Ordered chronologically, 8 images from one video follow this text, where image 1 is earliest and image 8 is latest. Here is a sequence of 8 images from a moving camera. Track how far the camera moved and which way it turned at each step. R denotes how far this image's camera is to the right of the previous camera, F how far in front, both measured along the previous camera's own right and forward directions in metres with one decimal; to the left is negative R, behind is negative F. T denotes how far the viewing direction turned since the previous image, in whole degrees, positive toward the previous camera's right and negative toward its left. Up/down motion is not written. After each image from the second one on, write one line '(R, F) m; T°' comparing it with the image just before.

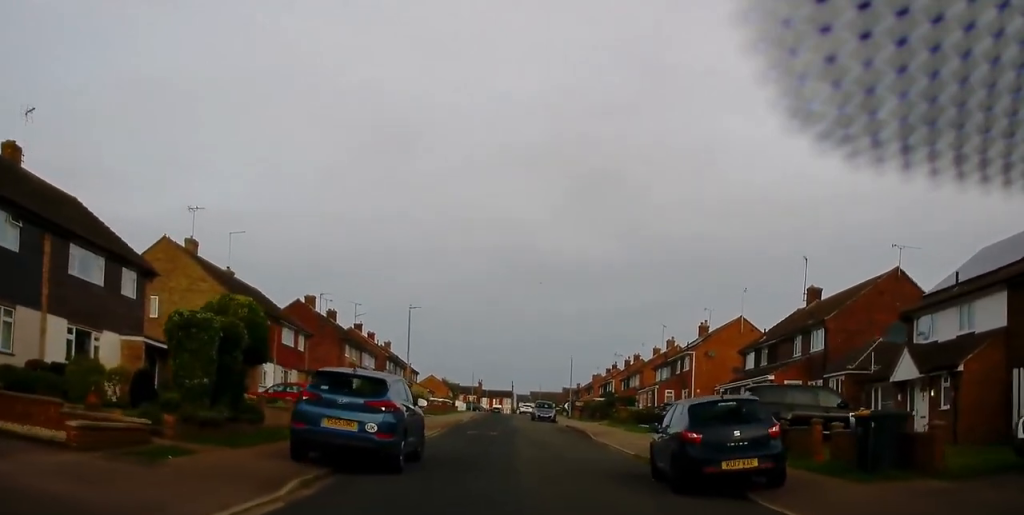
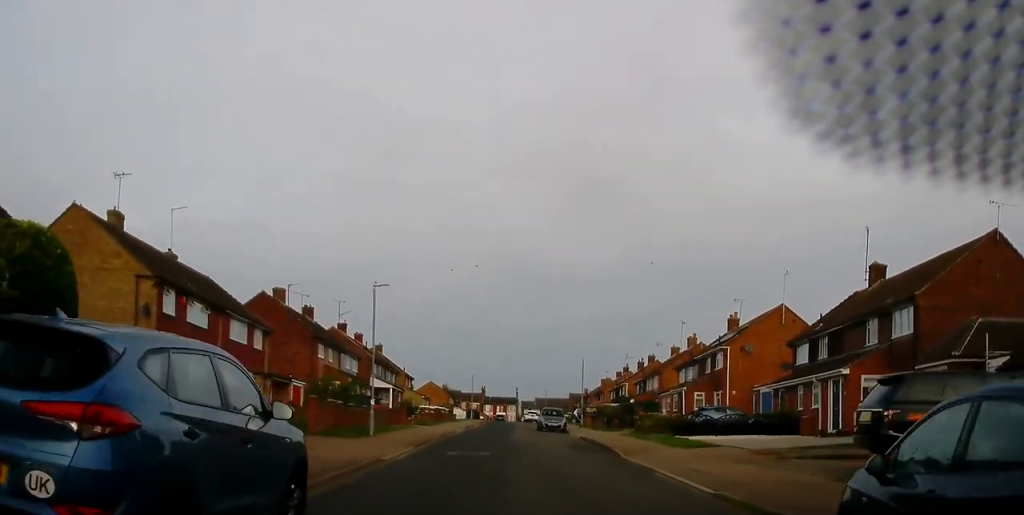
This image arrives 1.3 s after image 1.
(-0.1, +8.9) m; +1°
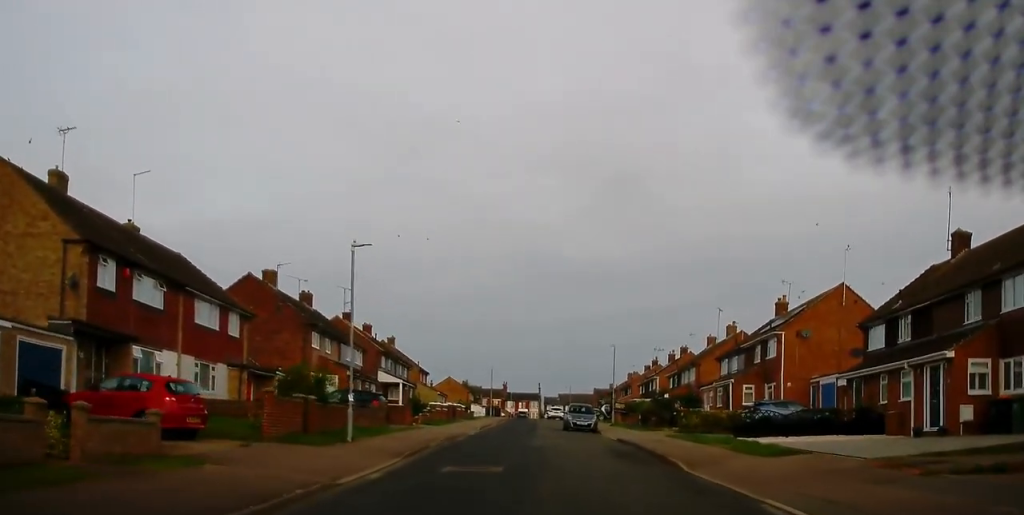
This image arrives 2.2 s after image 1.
(+0.2, +6.4) m; 0°
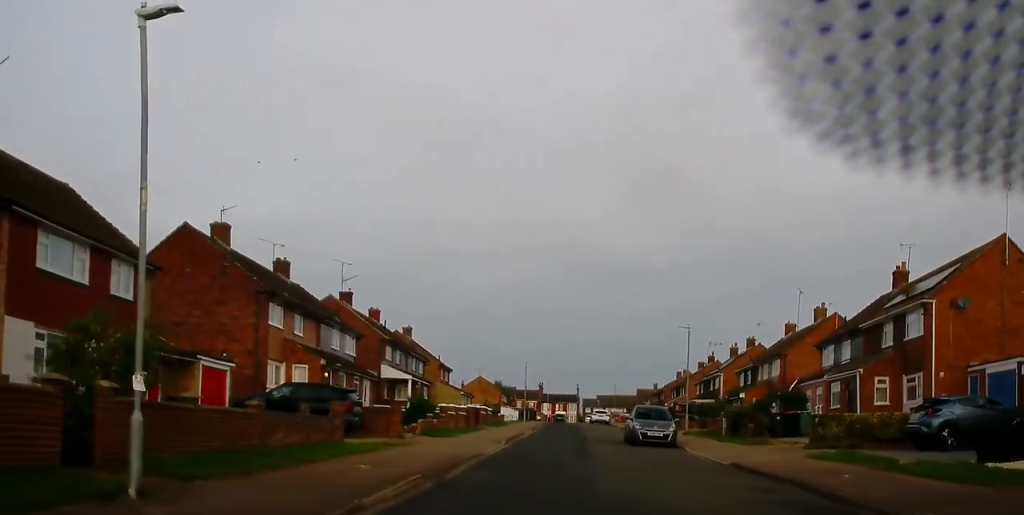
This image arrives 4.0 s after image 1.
(-0.8, +12.7) m; -7°
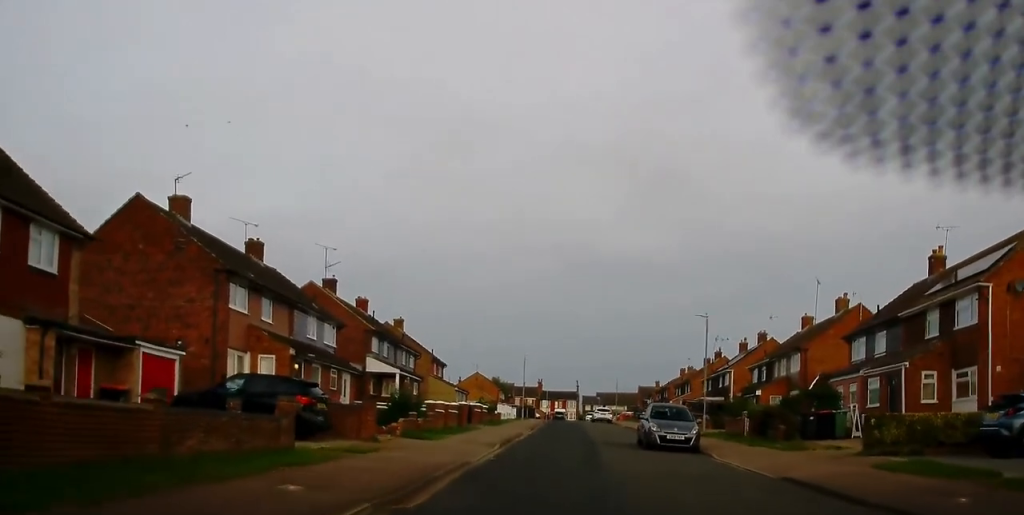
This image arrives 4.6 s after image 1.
(-0.2, +4.0) m; +1°
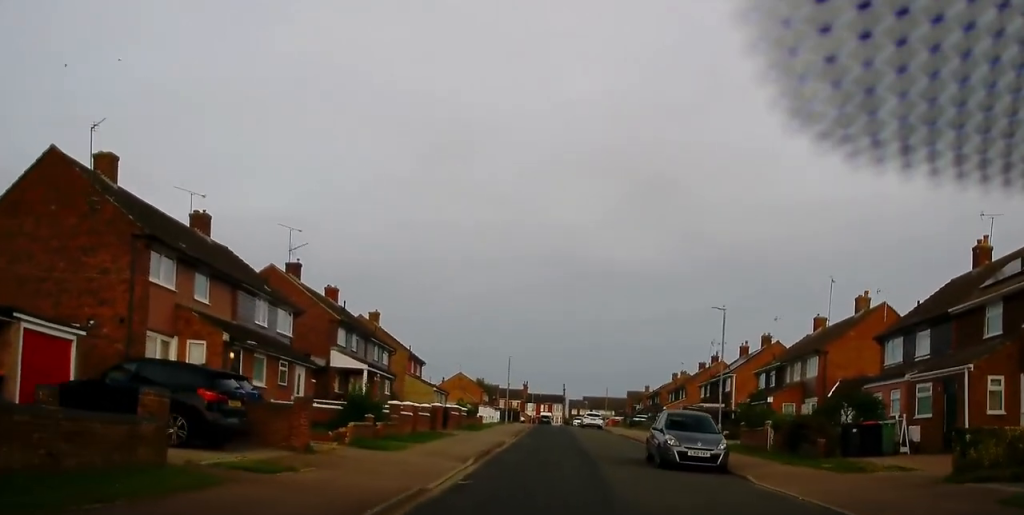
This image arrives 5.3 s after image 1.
(+0.2, +5.2) m; +4°
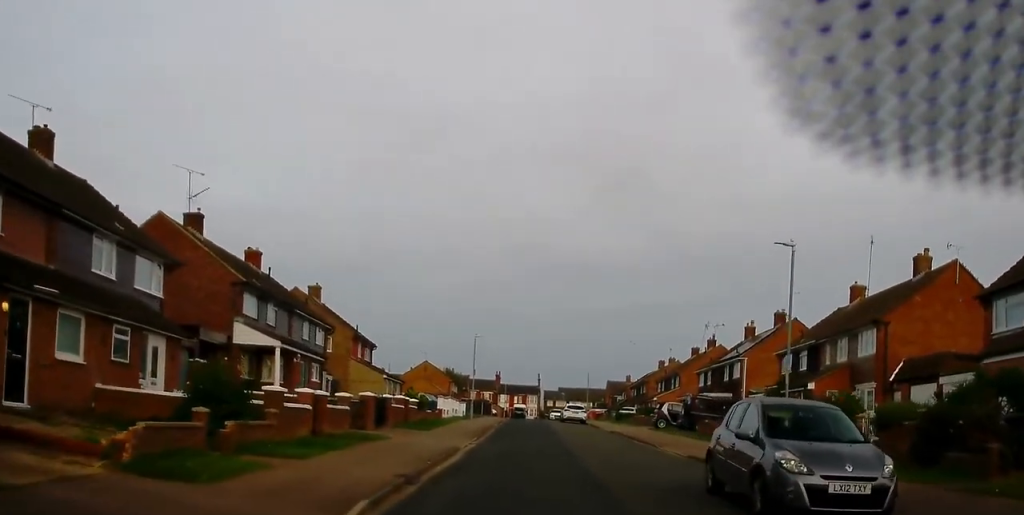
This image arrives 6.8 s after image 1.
(+0.7, +10.4) m; +3°
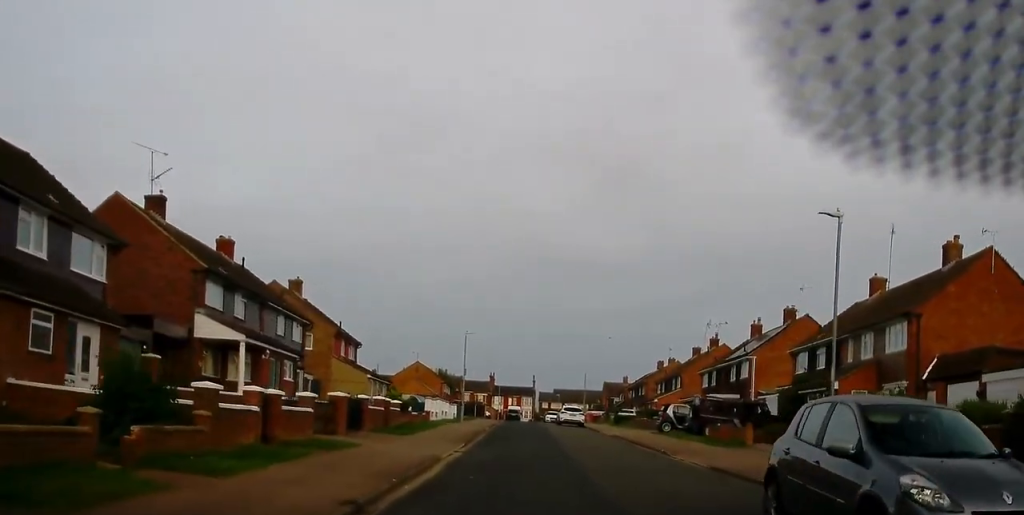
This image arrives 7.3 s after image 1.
(-0.1, +3.3) m; -2°
